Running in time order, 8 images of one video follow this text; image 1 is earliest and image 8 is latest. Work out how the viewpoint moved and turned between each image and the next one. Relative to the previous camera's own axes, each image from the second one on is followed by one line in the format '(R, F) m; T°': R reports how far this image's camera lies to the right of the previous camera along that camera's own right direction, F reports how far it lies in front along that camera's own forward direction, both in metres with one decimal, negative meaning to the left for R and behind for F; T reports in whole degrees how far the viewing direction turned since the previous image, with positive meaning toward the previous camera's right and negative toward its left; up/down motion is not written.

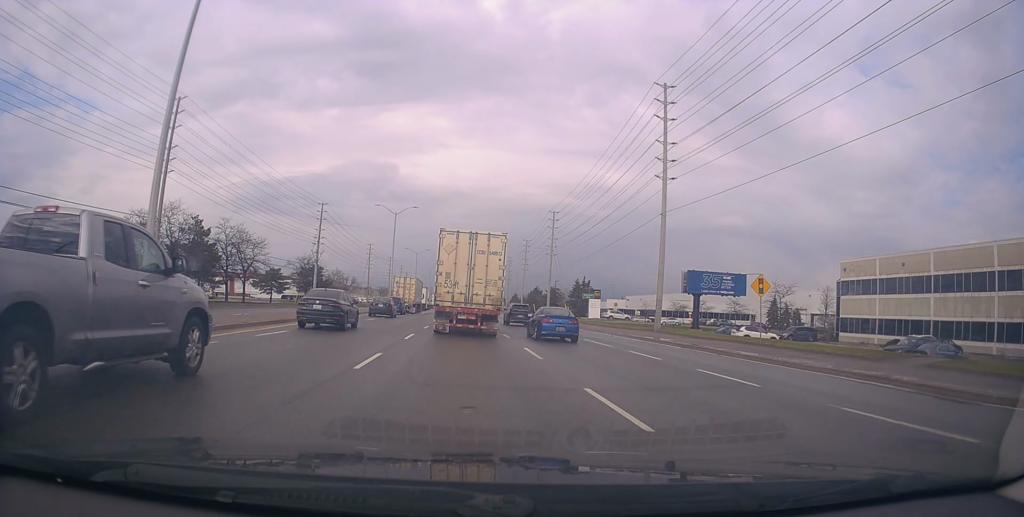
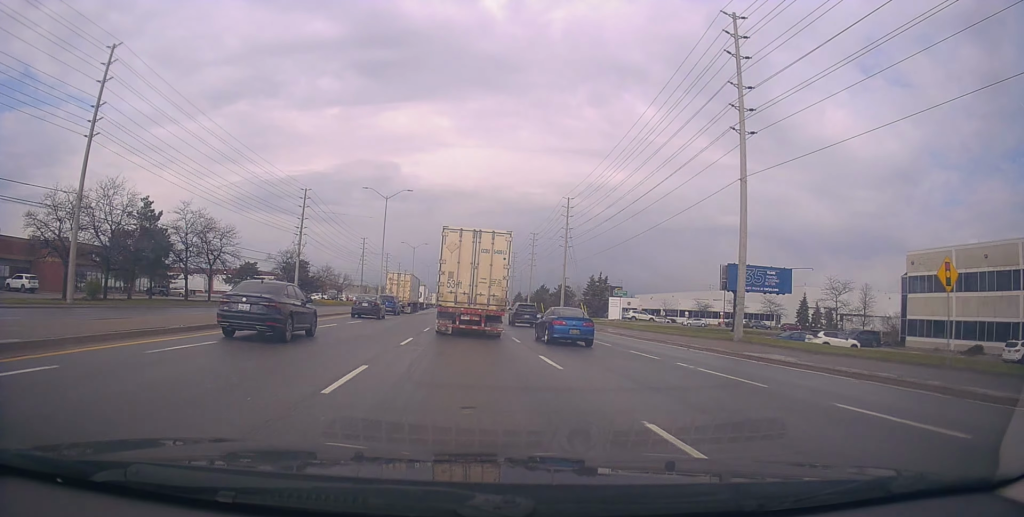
(0.0, +11.1) m; 0°
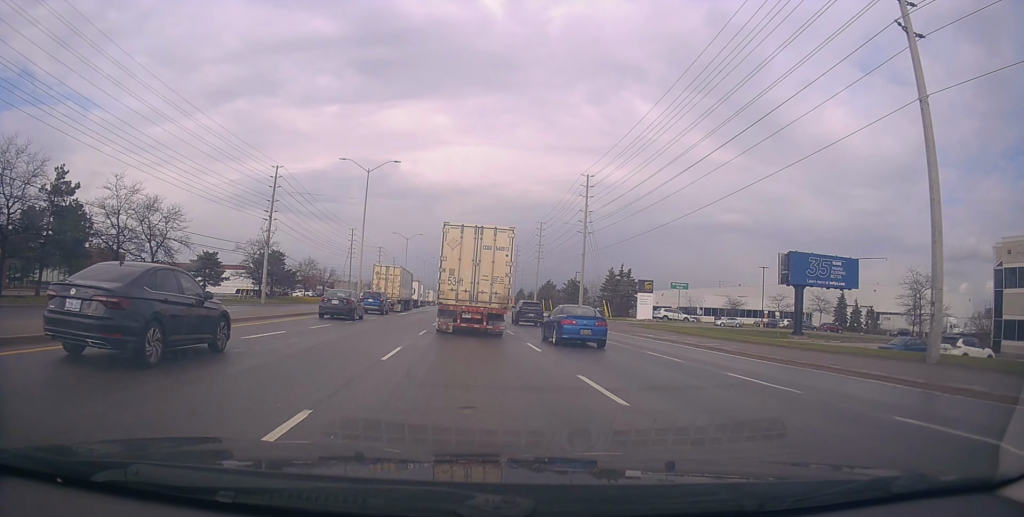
(-0.2, +13.1) m; 0°
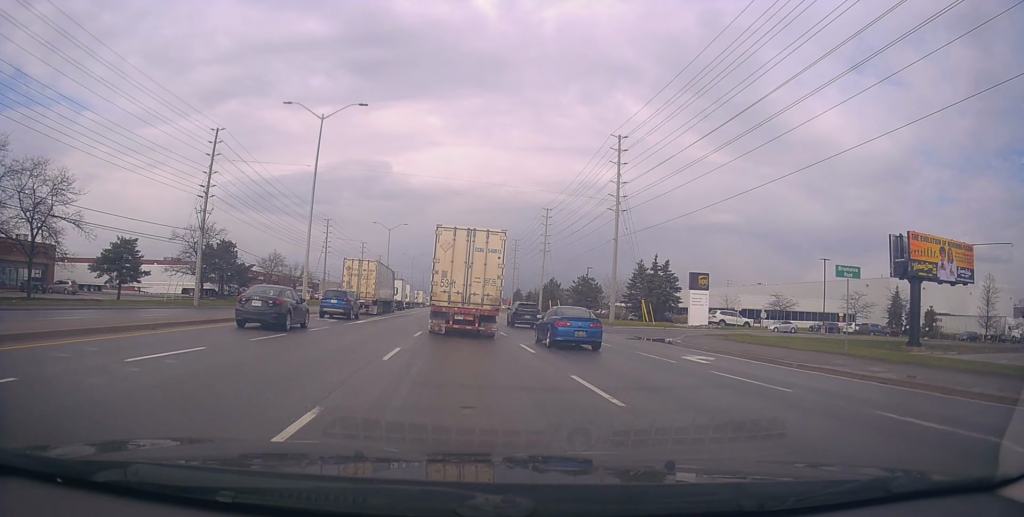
(+0.5, +17.2) m; +1°
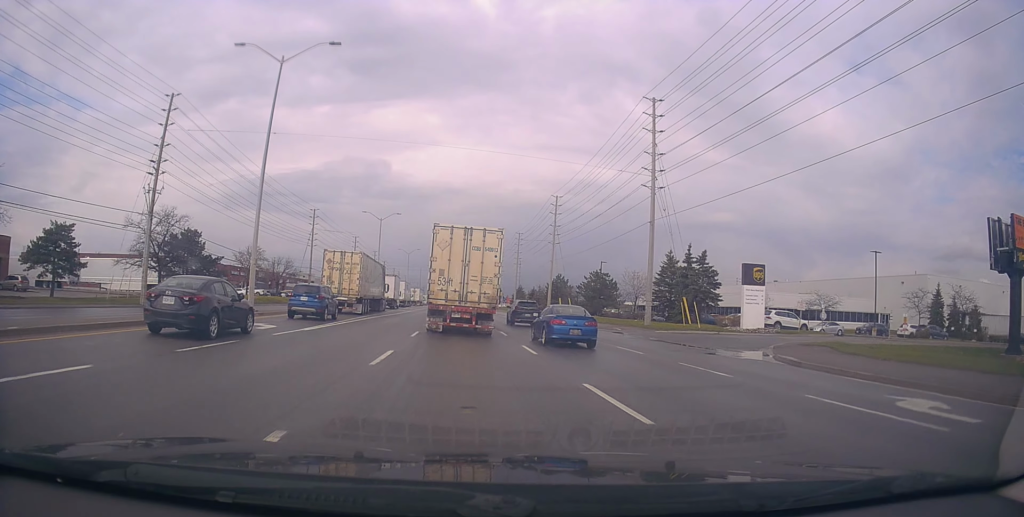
(-0.5, +9.8) m; 0°
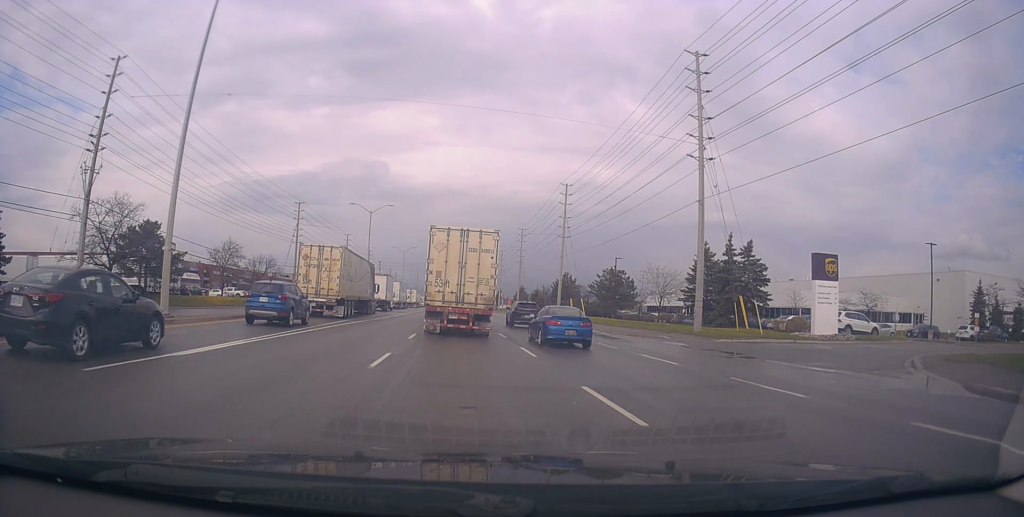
(+0.5, +8.7) m; +2°
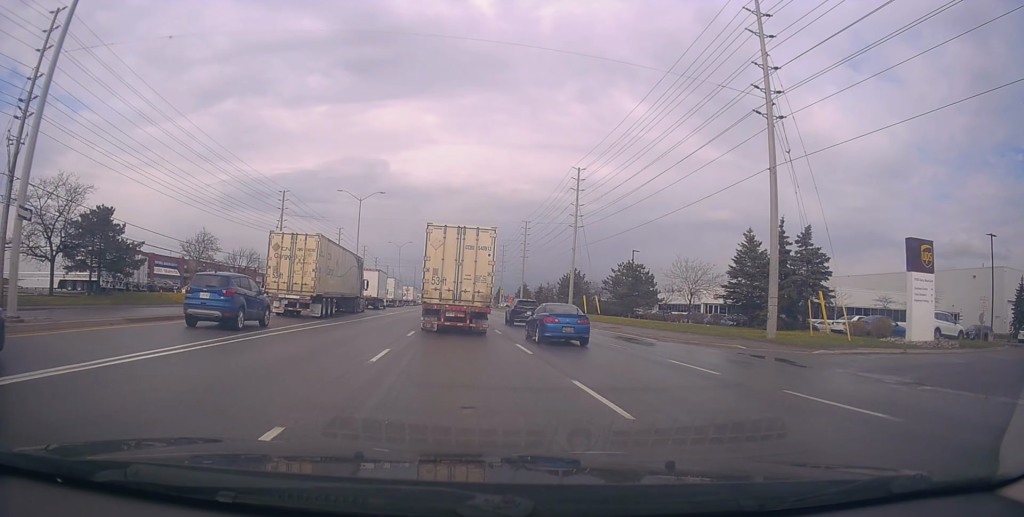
(-0.1, +8.0) m; -1°
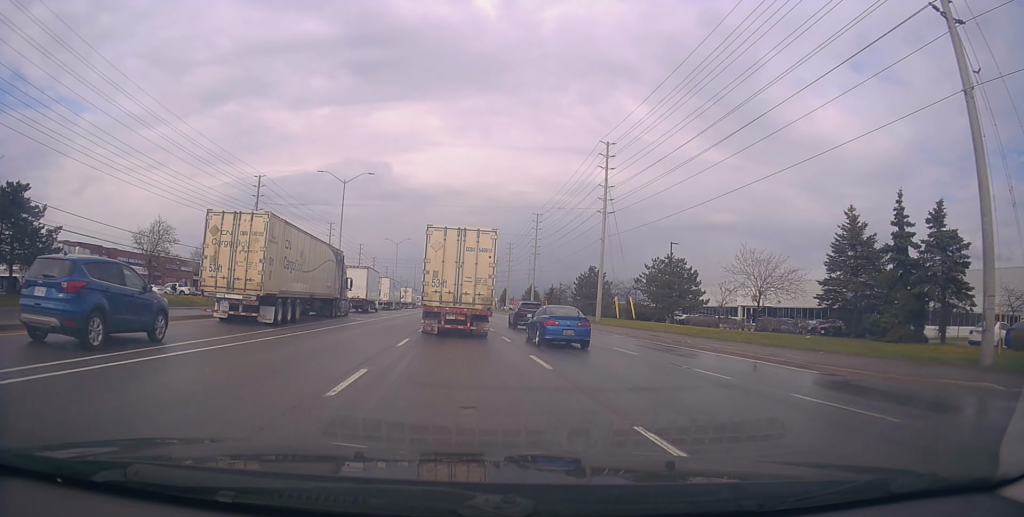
(-0.2, +12.1) m; 0°
